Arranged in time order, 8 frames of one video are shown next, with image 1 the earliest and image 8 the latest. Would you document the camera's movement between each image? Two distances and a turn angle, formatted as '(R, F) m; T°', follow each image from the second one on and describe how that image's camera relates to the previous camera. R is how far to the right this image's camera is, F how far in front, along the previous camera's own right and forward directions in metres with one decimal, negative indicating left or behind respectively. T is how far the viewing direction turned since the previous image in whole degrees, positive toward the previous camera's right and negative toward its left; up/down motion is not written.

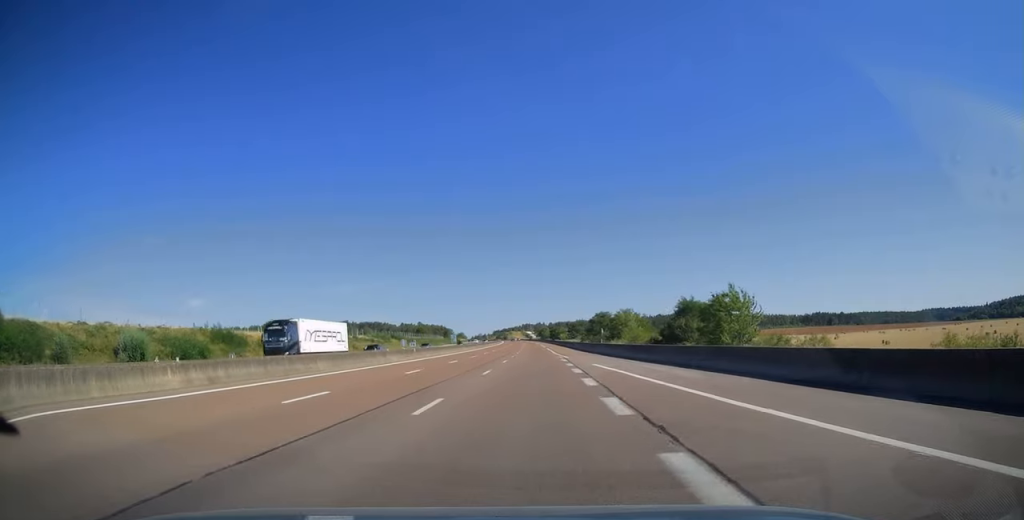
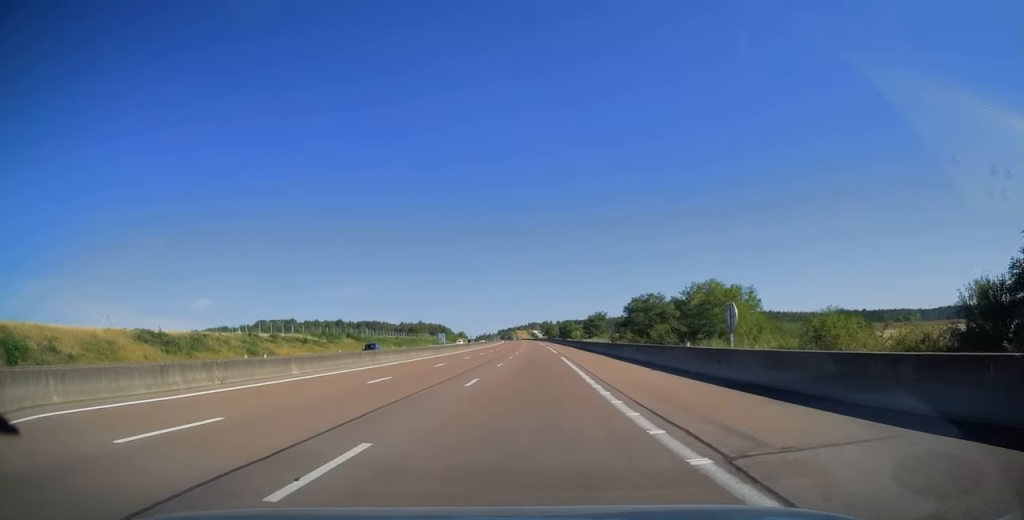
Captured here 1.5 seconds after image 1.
(-0.2, +45.3) m; -1°
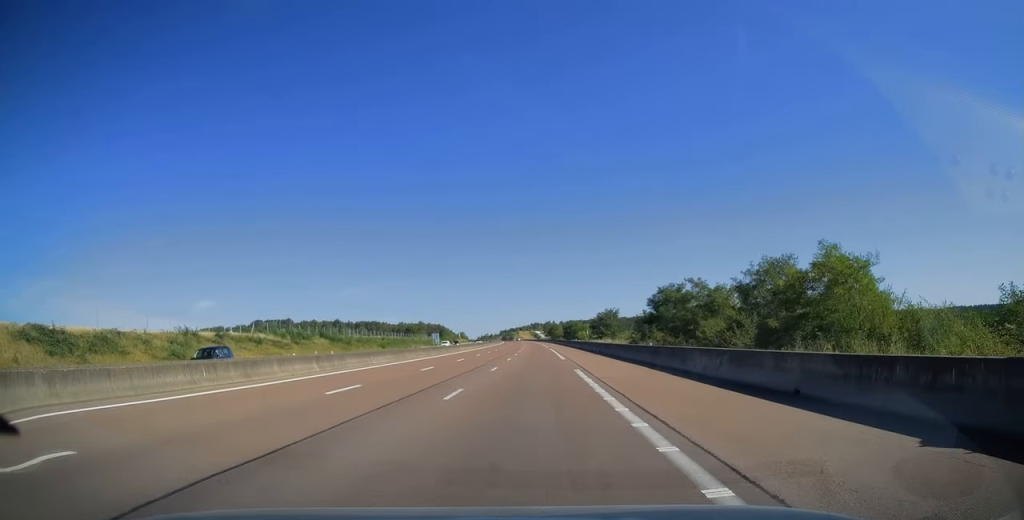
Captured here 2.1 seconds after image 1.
(-0.1, +17.1) m; 0°
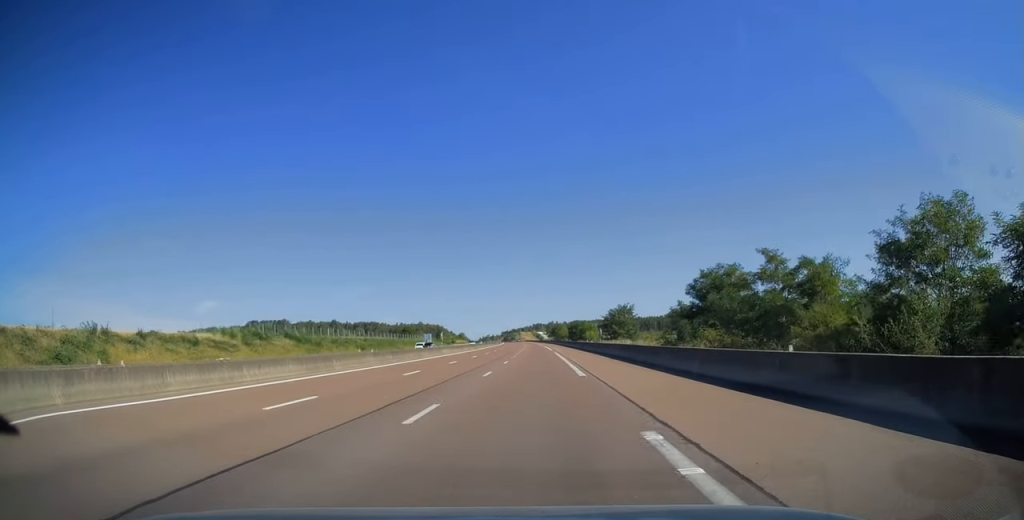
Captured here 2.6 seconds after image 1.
(0.0, +17.1) m; 0°
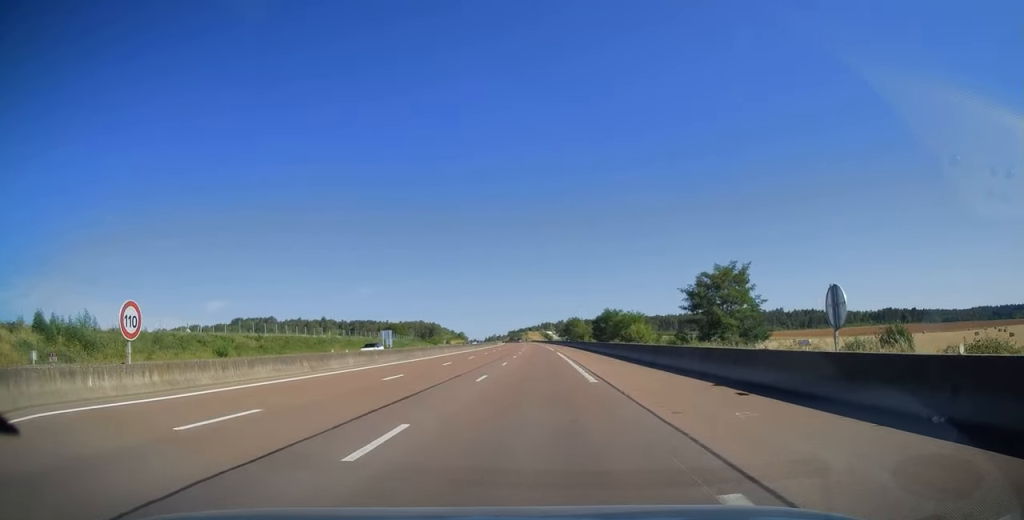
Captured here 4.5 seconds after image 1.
(-0.5, +55.2) m; -1°
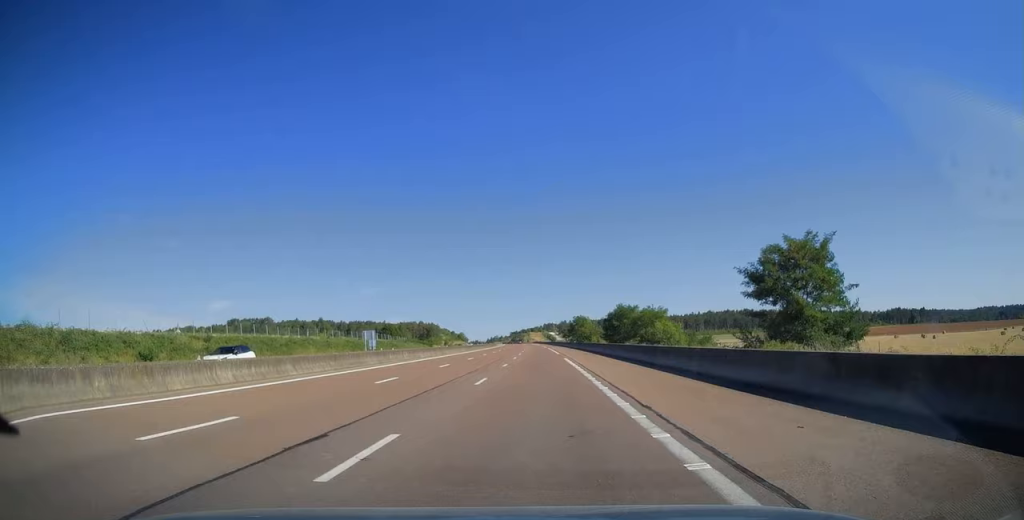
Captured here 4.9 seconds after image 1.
(+0.1, +14.1) m; 0°
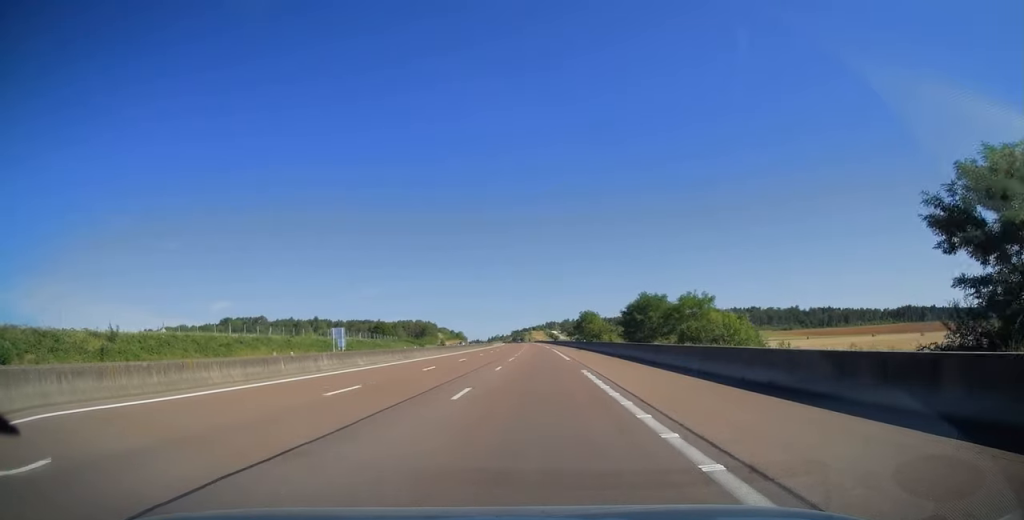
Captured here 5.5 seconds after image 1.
(0.0, +18.1) m; 0°
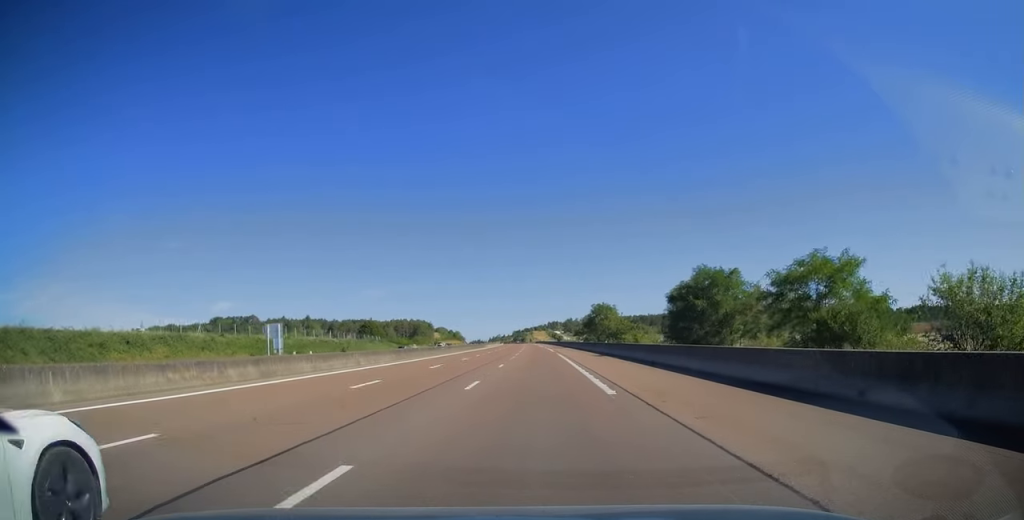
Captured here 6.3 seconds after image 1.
(-0.1, +23.6) m; -1°
